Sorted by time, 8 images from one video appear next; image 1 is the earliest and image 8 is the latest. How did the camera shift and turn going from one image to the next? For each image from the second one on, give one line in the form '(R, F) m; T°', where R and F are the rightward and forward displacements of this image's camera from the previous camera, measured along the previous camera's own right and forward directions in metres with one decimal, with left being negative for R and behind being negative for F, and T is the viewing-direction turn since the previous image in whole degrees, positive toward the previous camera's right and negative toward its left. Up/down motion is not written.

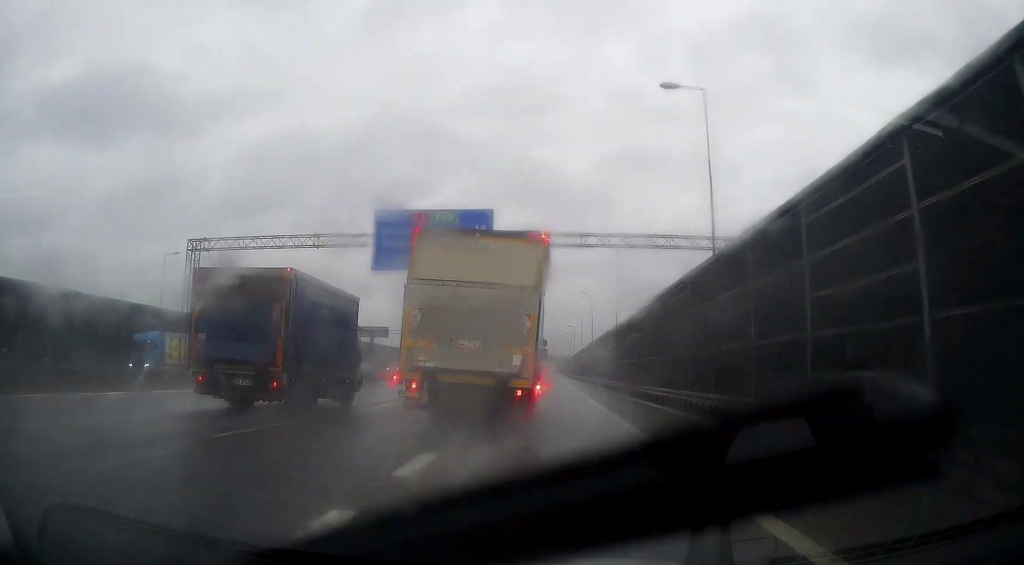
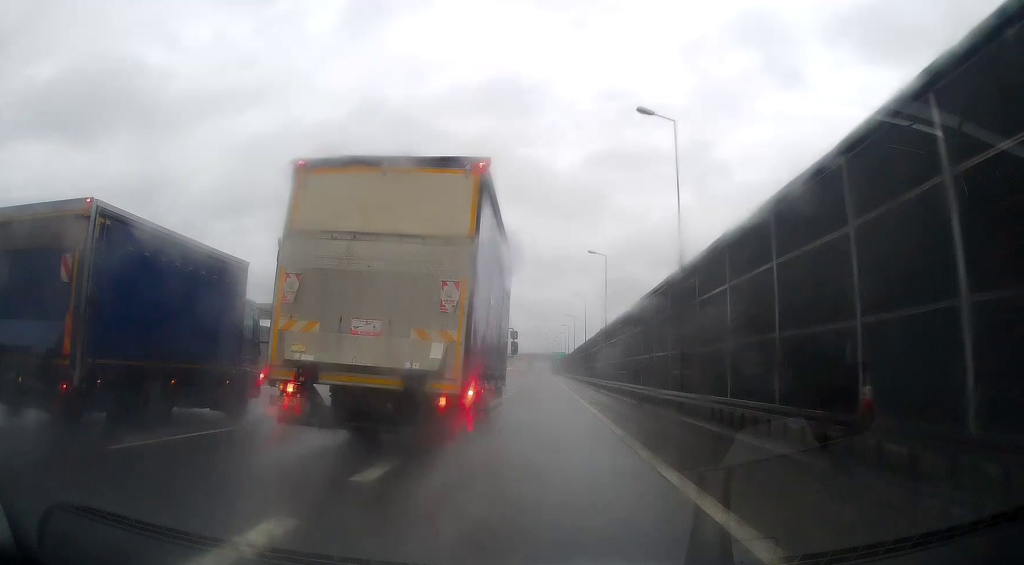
(0.0, +32.7) m; -1°
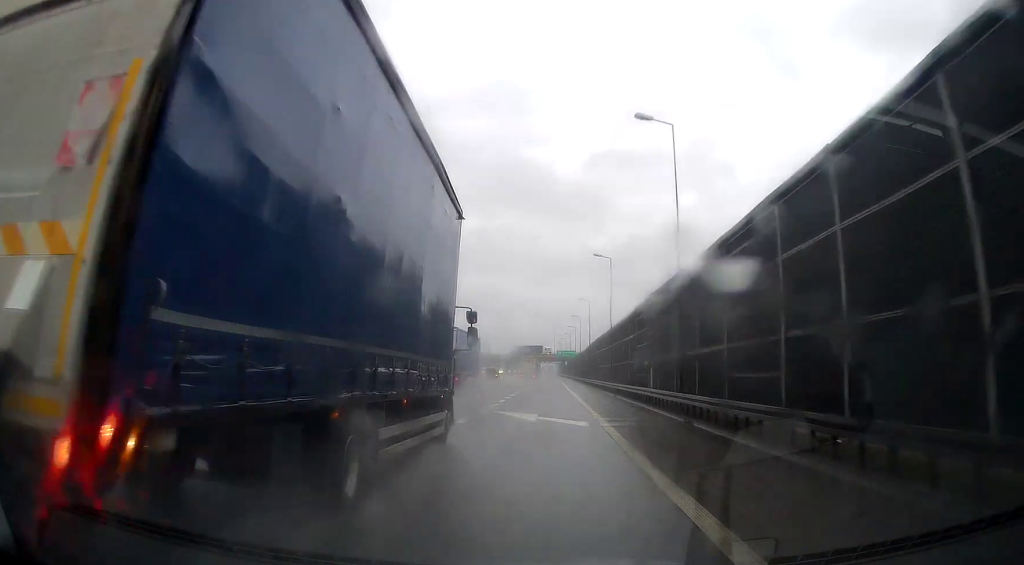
(-0.6, +34.5) m; 0°
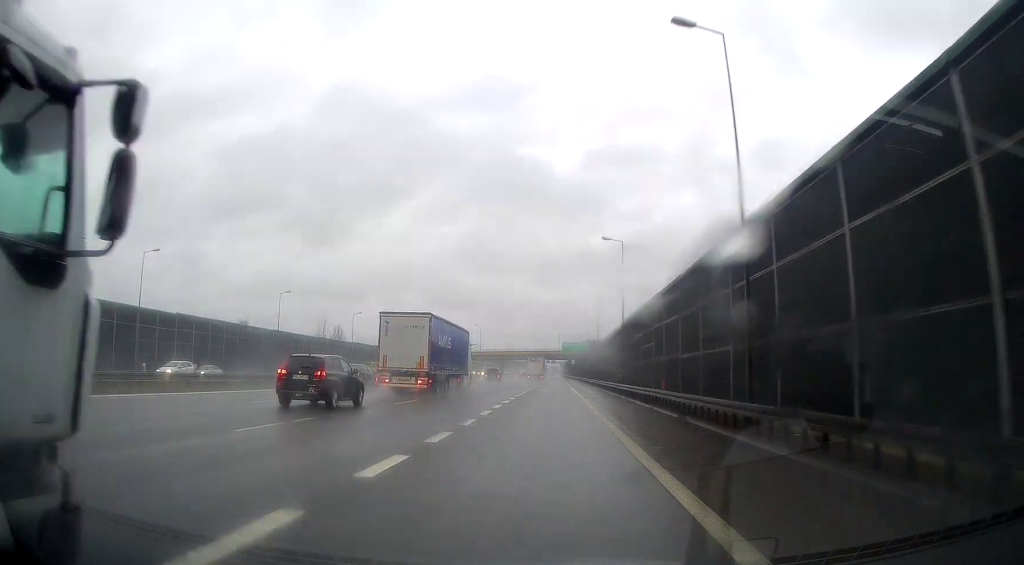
(+0.6, +43.4) m; +1°
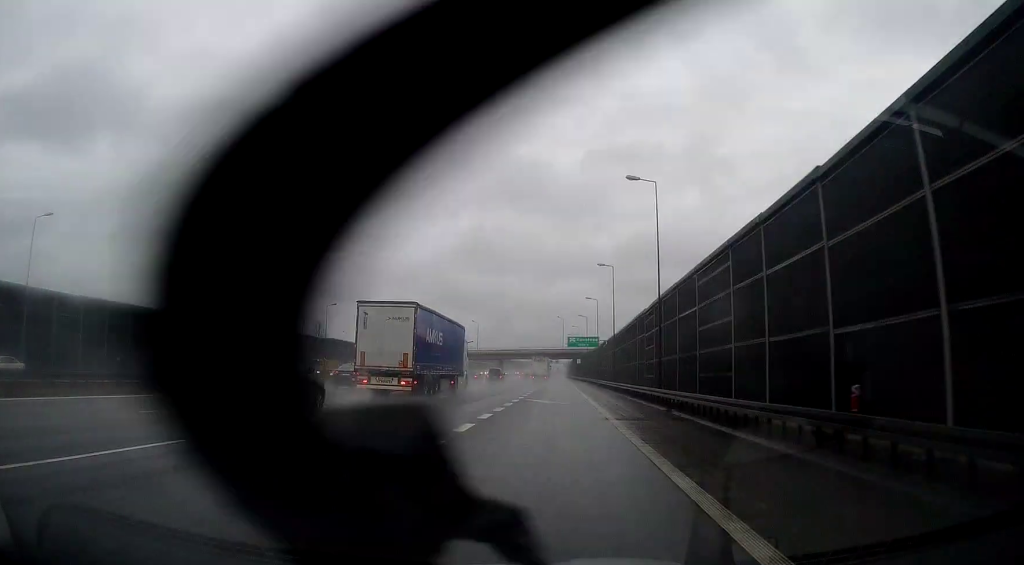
(-0.1, +17.5) m; -1°
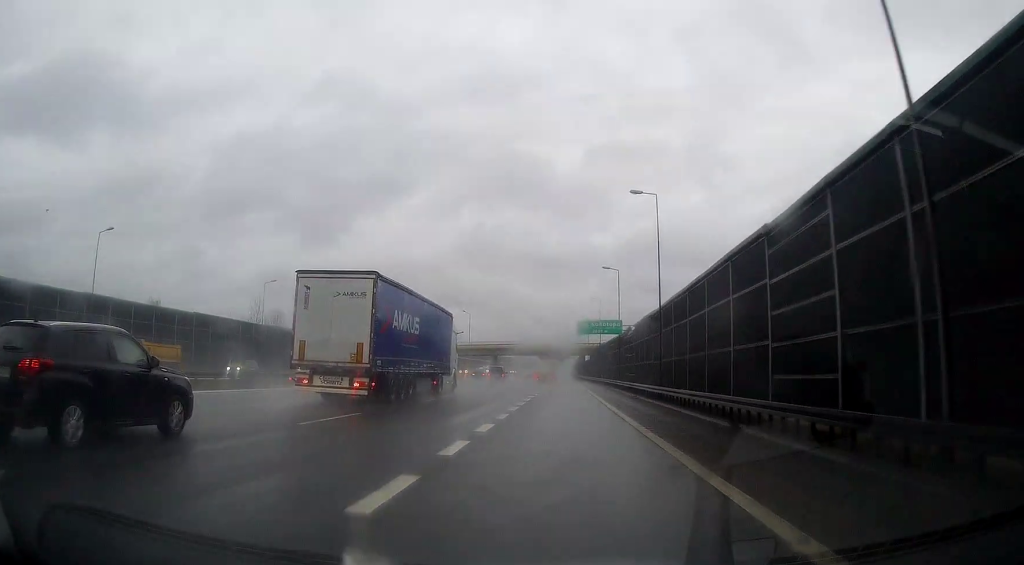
(-0.2, +27.6) m; 0°
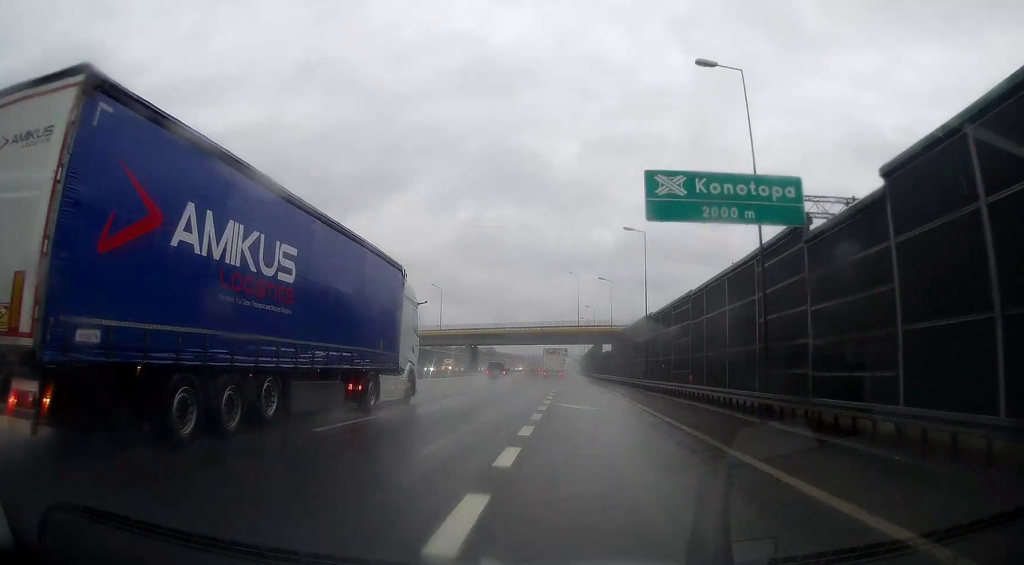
(+0.1, +49.3) m; 0°
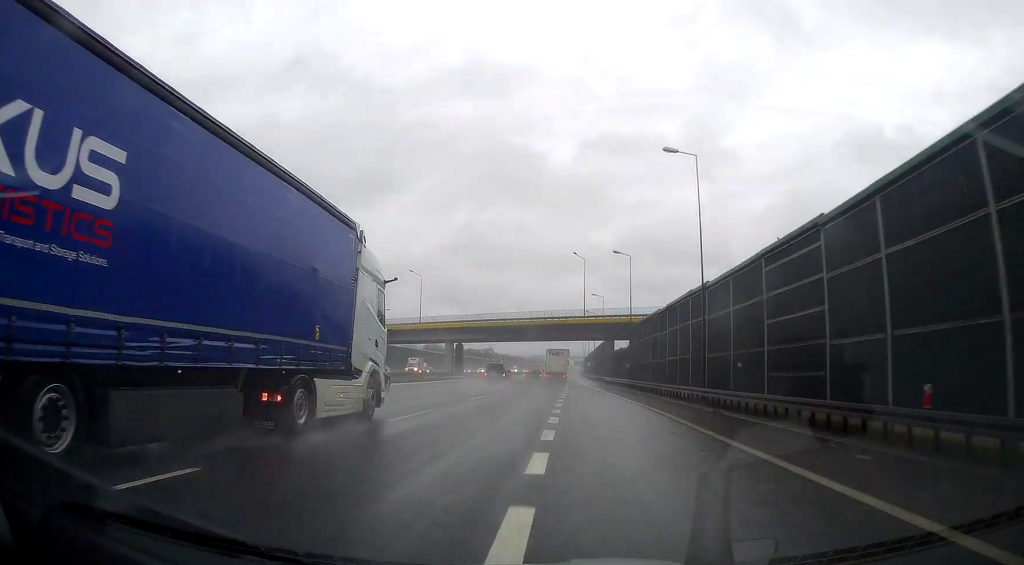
(0.0, +21.1) m; 0°
